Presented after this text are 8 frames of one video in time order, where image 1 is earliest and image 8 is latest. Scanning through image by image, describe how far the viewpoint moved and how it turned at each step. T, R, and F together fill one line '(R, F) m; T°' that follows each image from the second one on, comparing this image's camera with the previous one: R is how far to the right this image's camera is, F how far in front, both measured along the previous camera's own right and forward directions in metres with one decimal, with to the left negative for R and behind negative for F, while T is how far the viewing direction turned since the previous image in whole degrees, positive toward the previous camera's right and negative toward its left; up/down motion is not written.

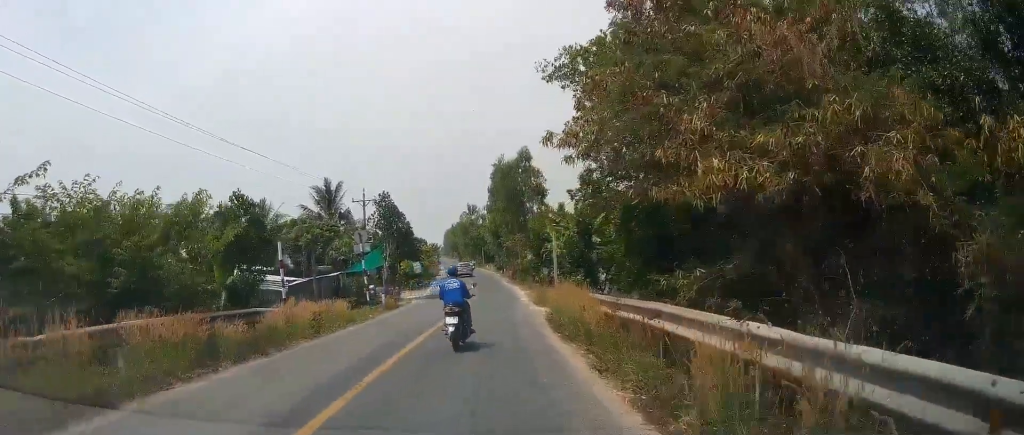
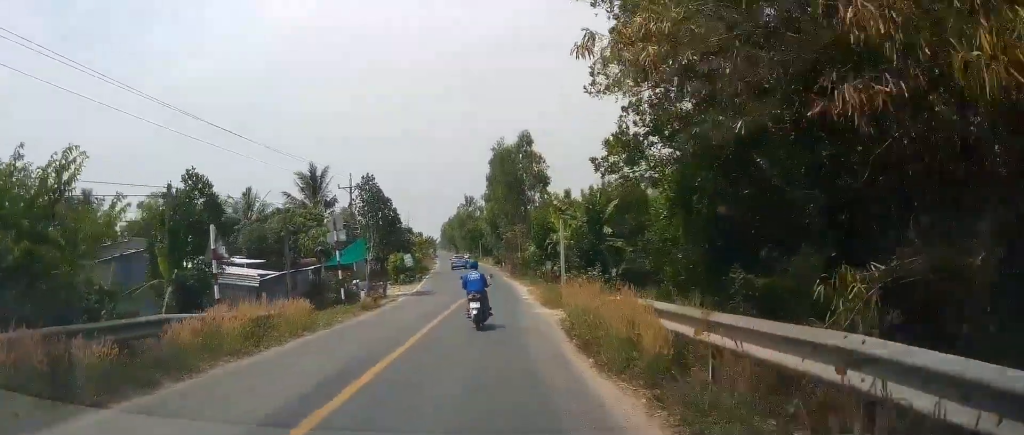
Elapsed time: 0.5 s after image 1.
(0.0, +4.6) m; -1°
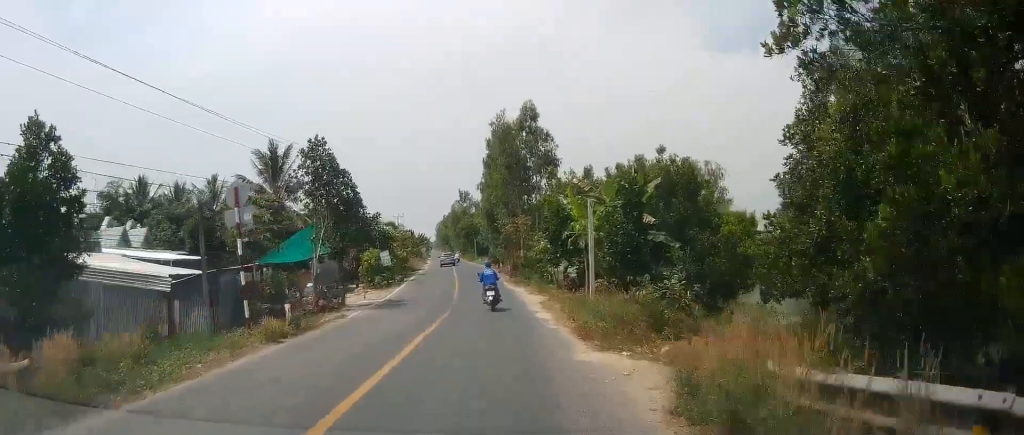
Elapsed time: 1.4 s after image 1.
(-0.5, +9.5) m; +1°
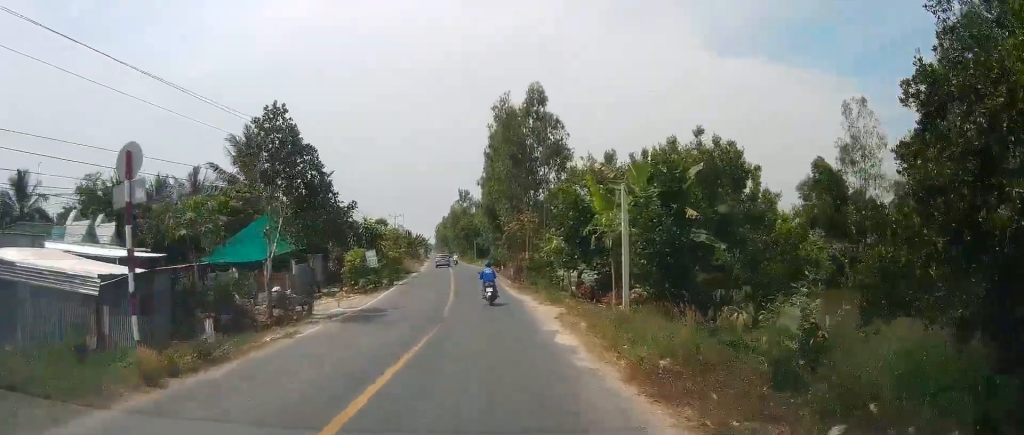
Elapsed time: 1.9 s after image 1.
(+0.3, +5.0) m; +2°
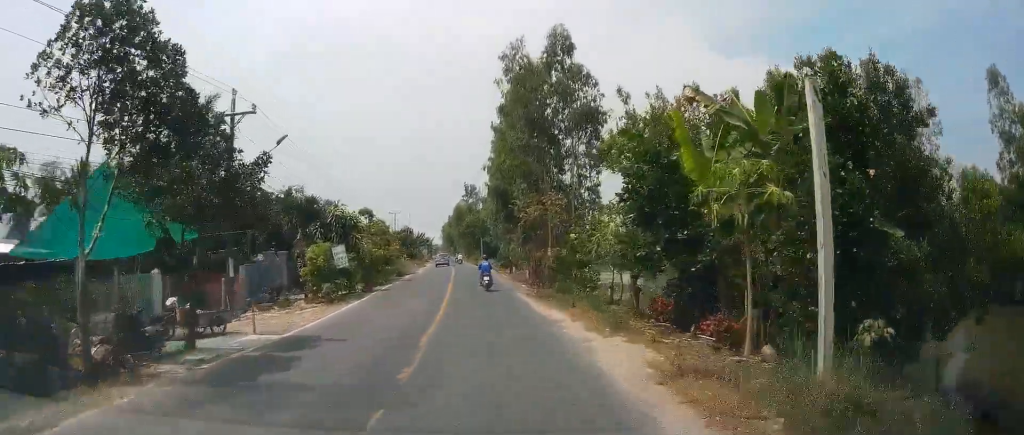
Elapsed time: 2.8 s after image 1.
(+0.3, +9.7) m; 0°
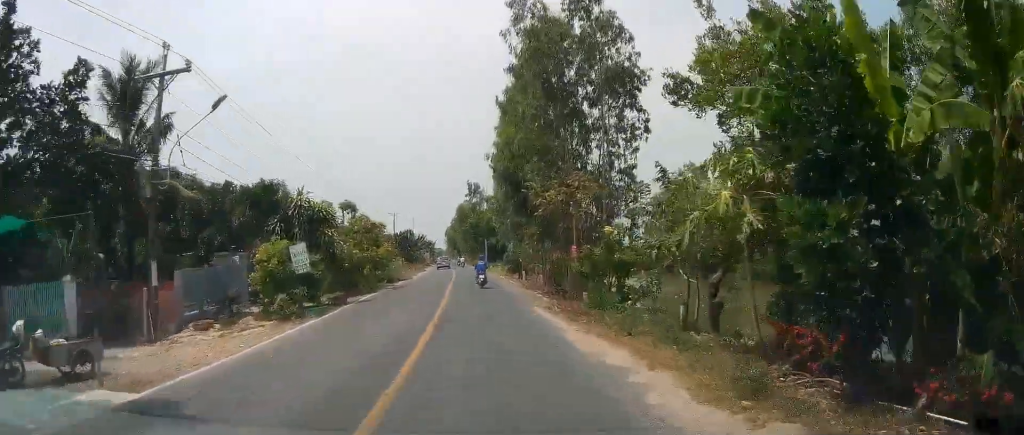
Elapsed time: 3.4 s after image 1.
(0.0, +6.5) m; -1°
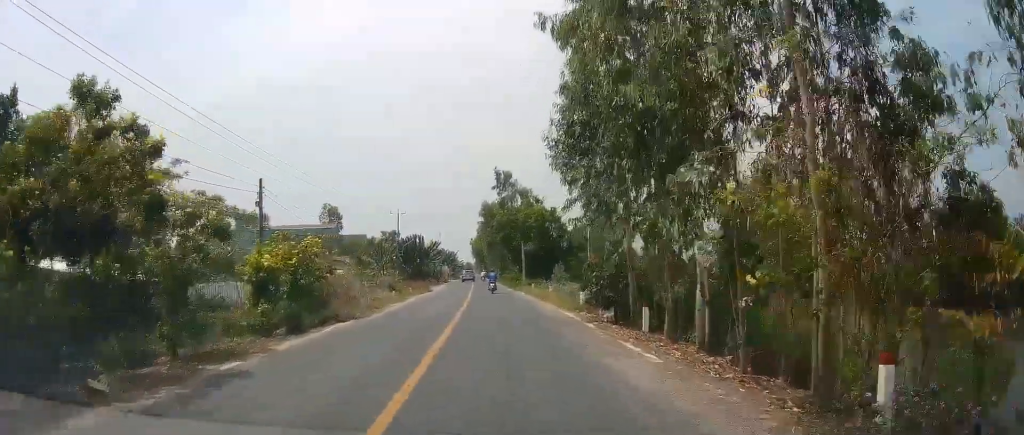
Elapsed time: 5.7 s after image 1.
(+0.5, +25.8) m; +1°
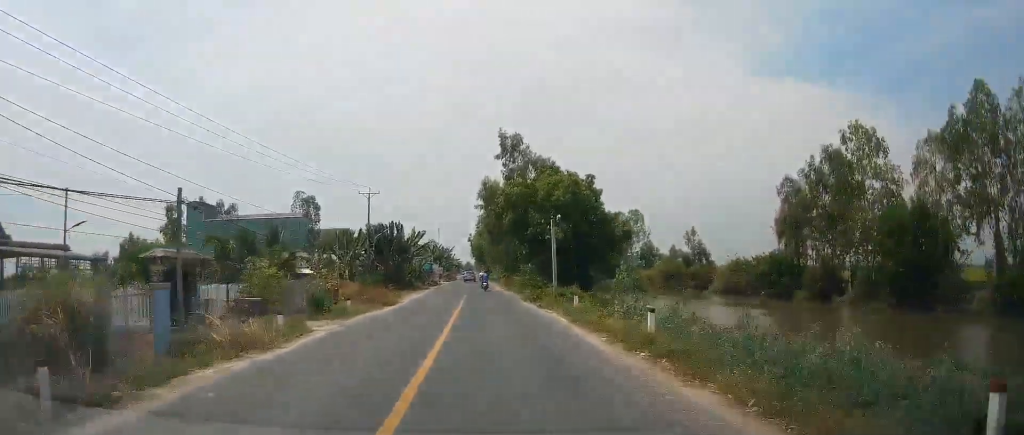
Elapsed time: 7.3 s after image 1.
(+0.3, +20.3) m; -1°
